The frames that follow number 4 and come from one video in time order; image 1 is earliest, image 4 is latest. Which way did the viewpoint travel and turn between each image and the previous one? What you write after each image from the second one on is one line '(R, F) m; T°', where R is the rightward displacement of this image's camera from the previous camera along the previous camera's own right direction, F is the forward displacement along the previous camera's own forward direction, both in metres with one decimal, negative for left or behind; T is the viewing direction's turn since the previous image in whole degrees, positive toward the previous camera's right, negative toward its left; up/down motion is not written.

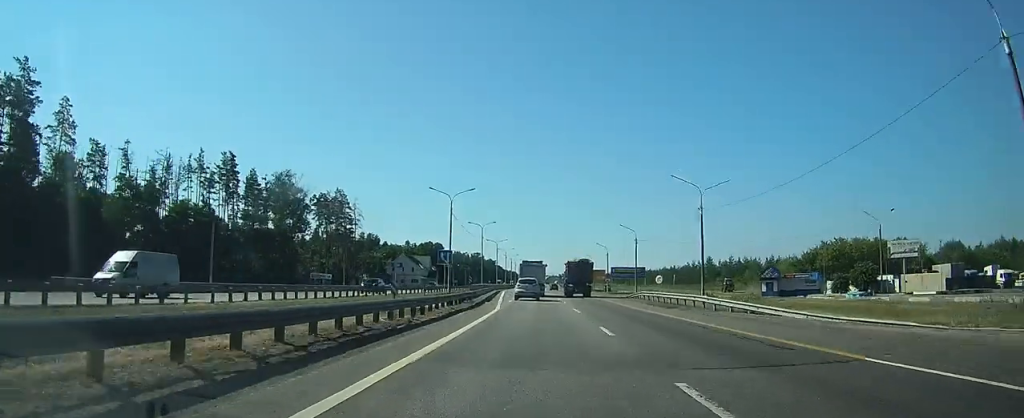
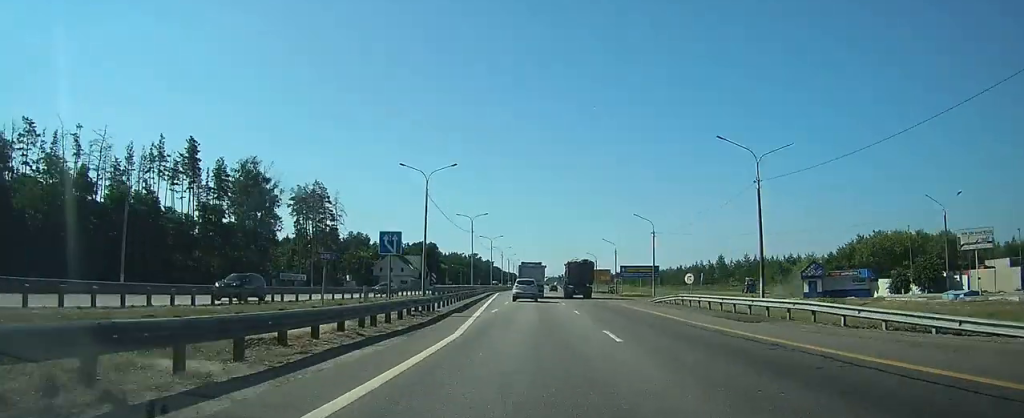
(0.0, +13.7) m; 0°
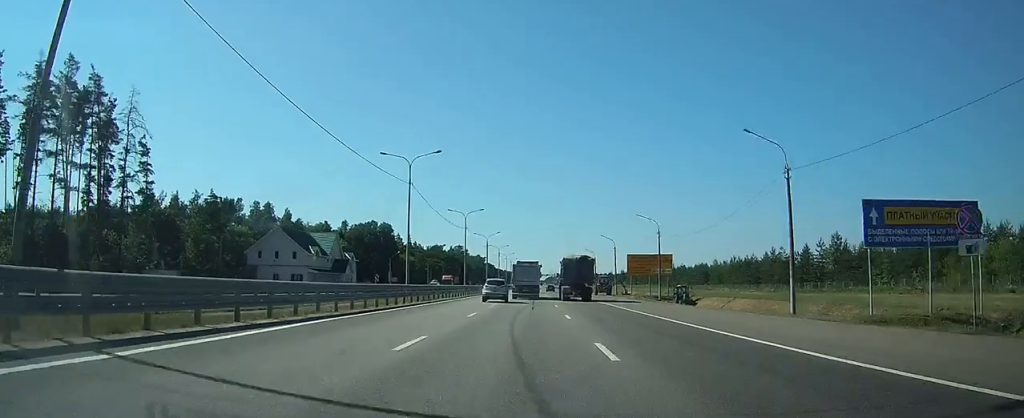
(+0.4, +75.6) m; 0°
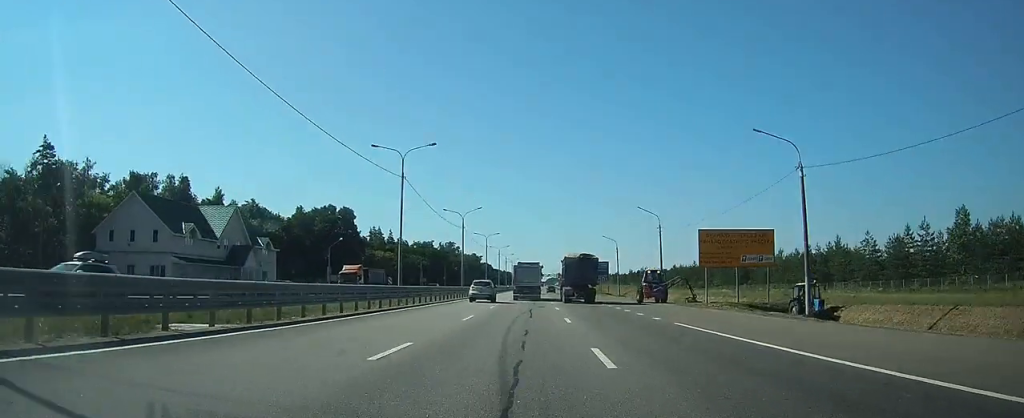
(-0.2, +37.5) m; 0°
